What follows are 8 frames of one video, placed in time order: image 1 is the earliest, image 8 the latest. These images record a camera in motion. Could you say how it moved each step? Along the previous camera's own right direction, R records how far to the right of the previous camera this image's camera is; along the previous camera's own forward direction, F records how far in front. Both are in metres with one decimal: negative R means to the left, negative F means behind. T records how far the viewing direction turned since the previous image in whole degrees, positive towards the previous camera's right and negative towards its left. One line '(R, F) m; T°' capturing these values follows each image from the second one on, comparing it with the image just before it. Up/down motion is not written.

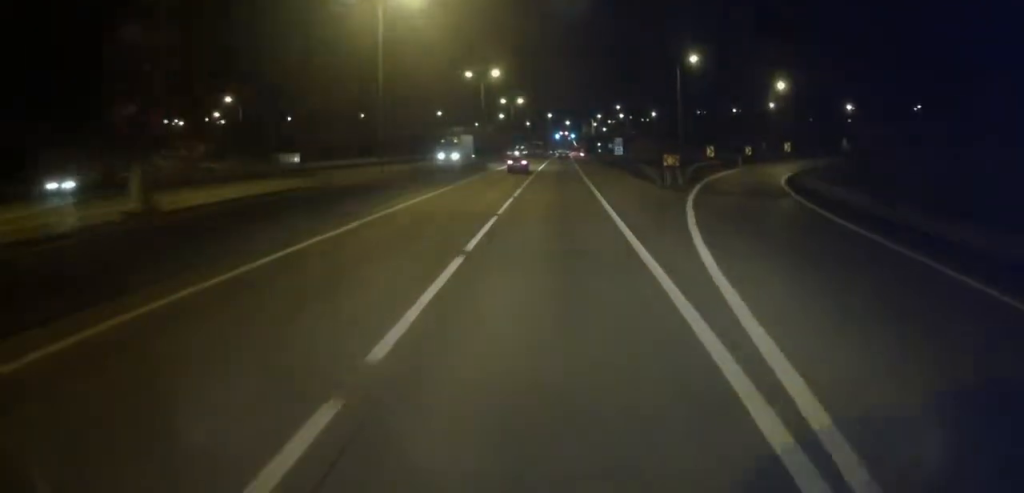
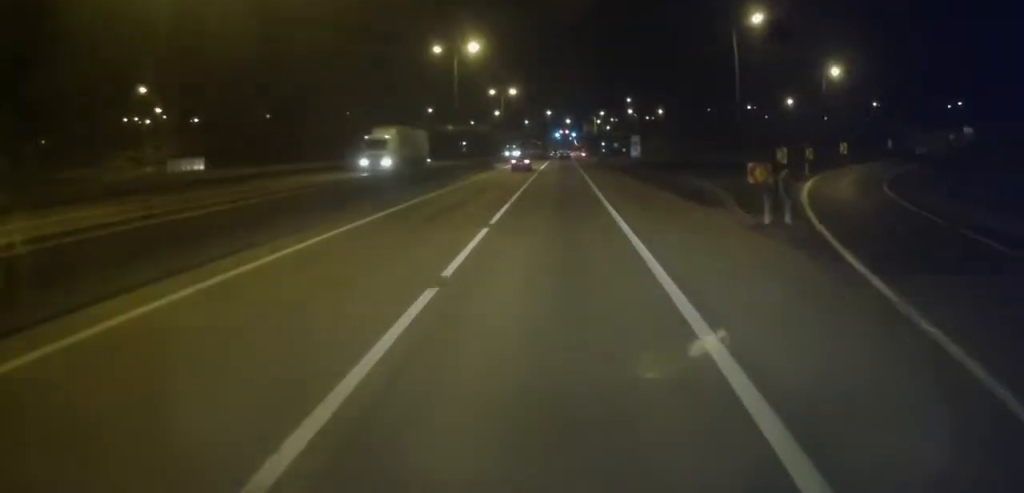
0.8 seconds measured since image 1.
(+0.2, +16.3) m; +1°
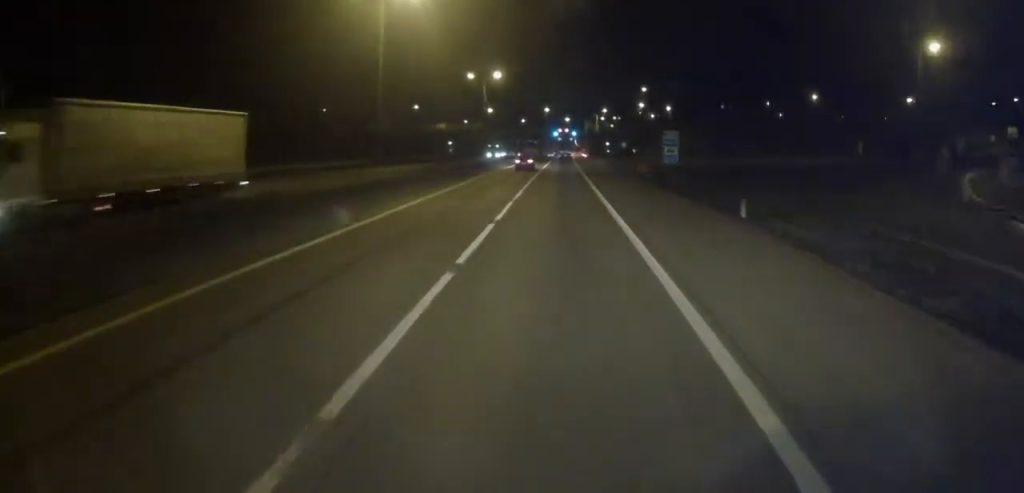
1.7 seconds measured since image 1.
(0.0, +18.4) m; -1°
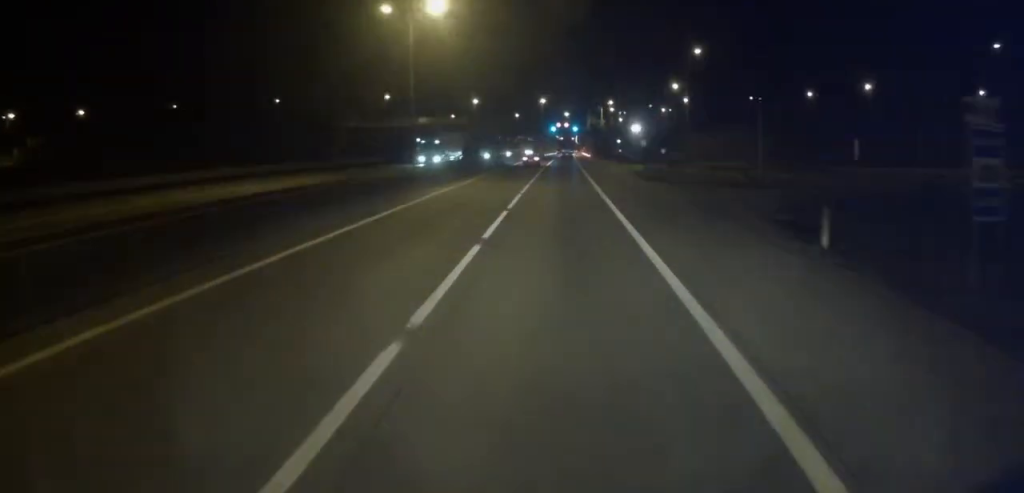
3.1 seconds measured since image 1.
(-0.4, +28.0) m; 0°
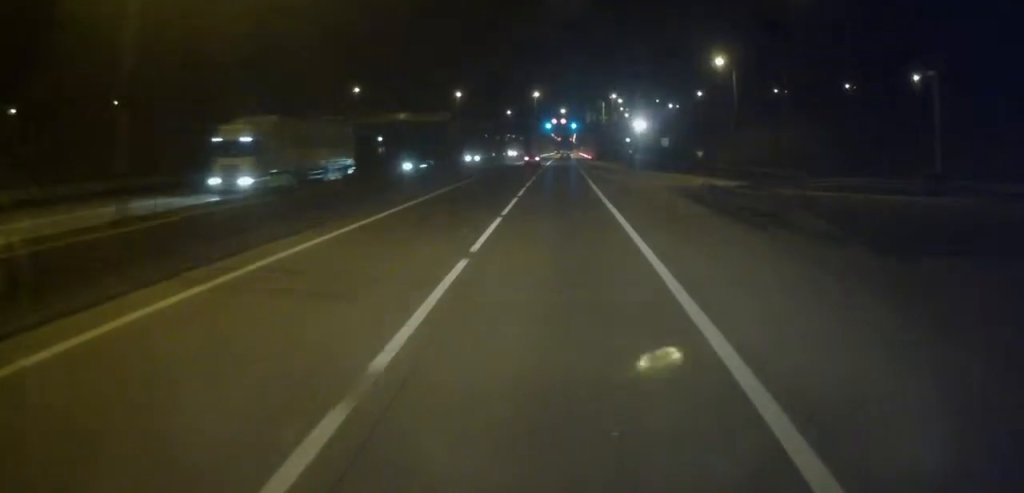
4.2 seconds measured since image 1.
(+0.1, +21.1) m; 0°
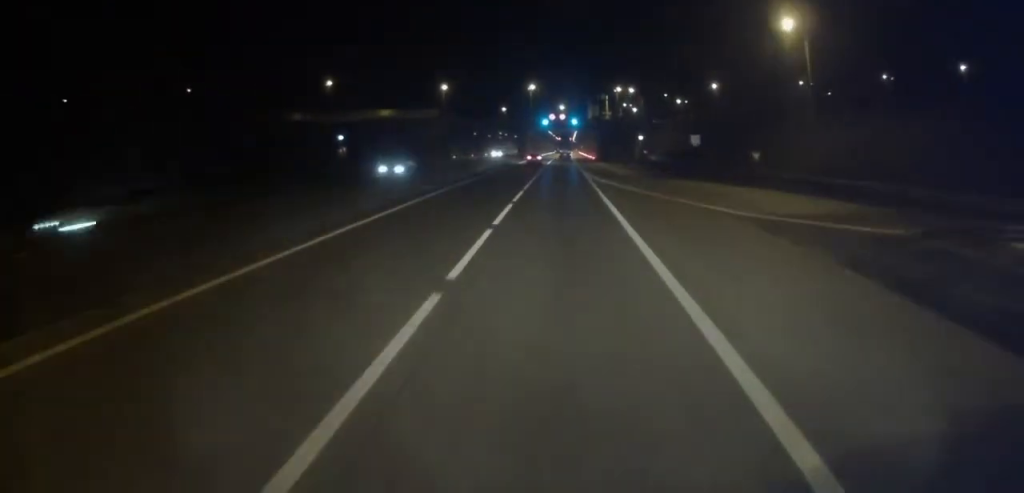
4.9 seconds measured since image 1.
(0.0, +17.0) m; 0°
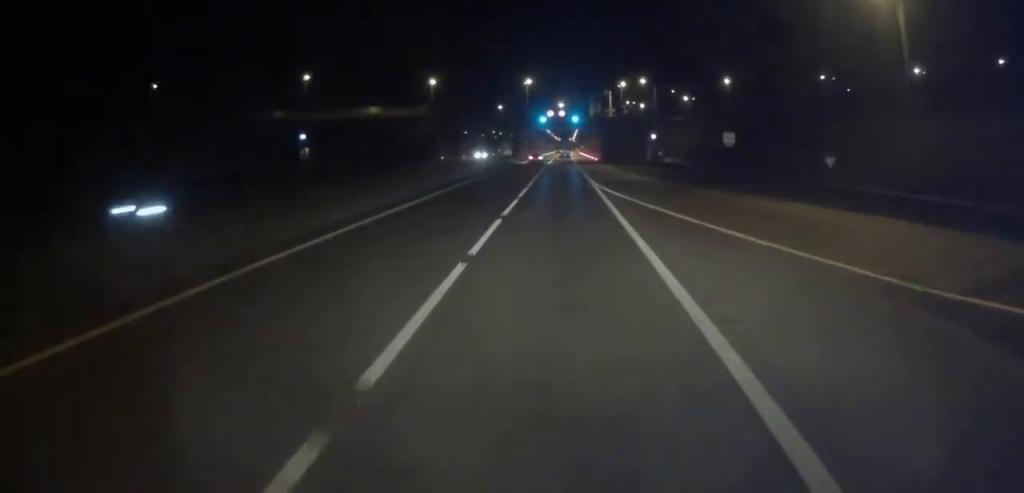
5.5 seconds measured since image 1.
(-0.2, +12.2) m; 0°
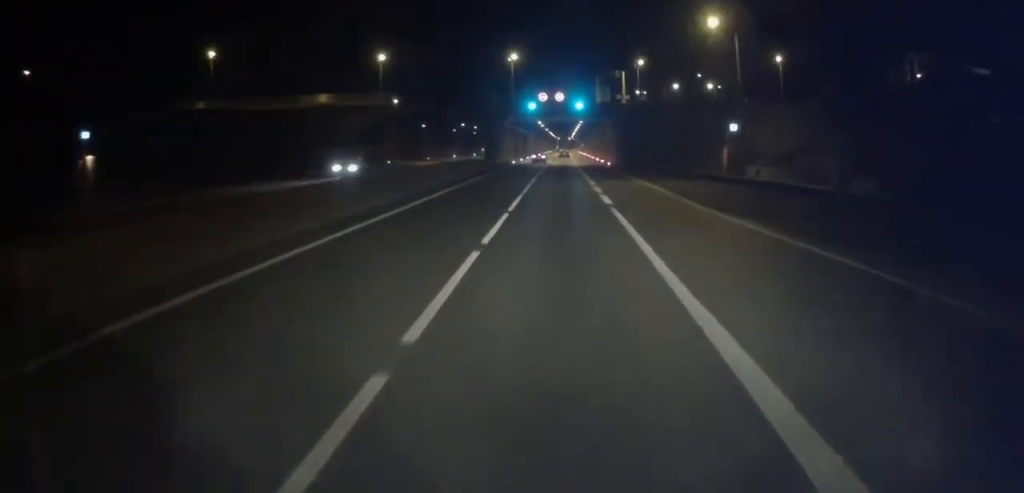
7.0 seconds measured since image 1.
(+0.6, +37.7) m; +1°
